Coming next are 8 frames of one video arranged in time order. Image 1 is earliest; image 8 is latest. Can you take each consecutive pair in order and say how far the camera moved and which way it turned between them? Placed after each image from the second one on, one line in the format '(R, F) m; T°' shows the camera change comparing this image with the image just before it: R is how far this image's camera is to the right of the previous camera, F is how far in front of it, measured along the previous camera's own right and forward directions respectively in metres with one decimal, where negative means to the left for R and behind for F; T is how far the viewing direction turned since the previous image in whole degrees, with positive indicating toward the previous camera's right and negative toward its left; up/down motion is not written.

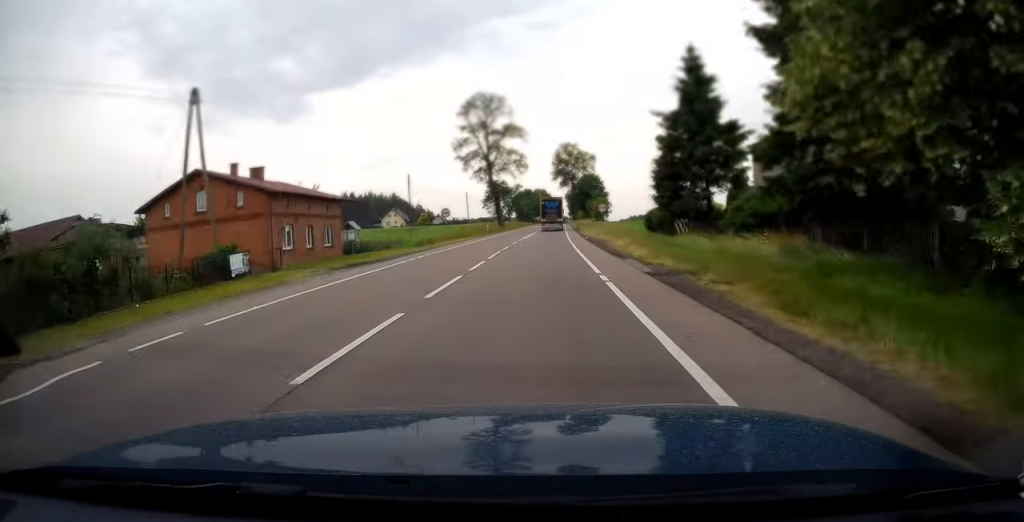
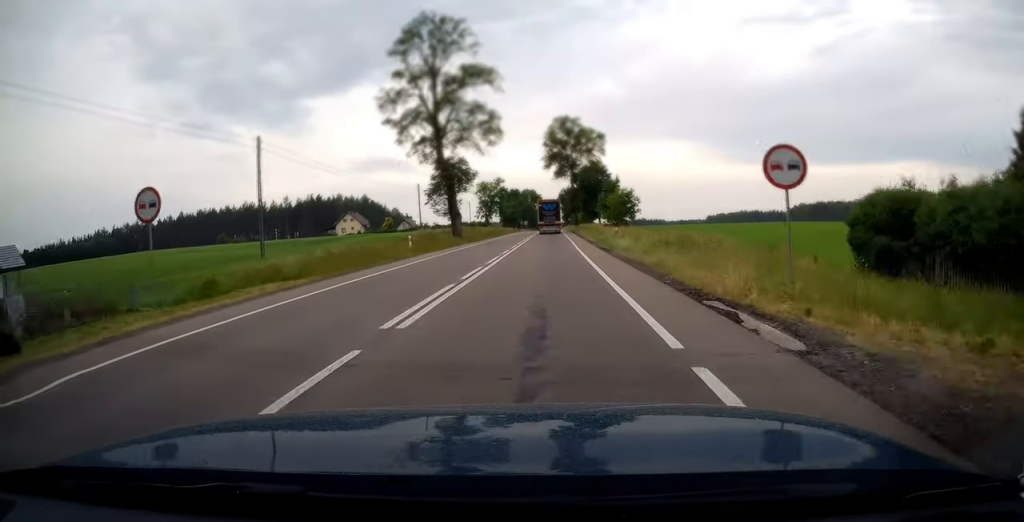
(+0.4, +39.6) m; +1°
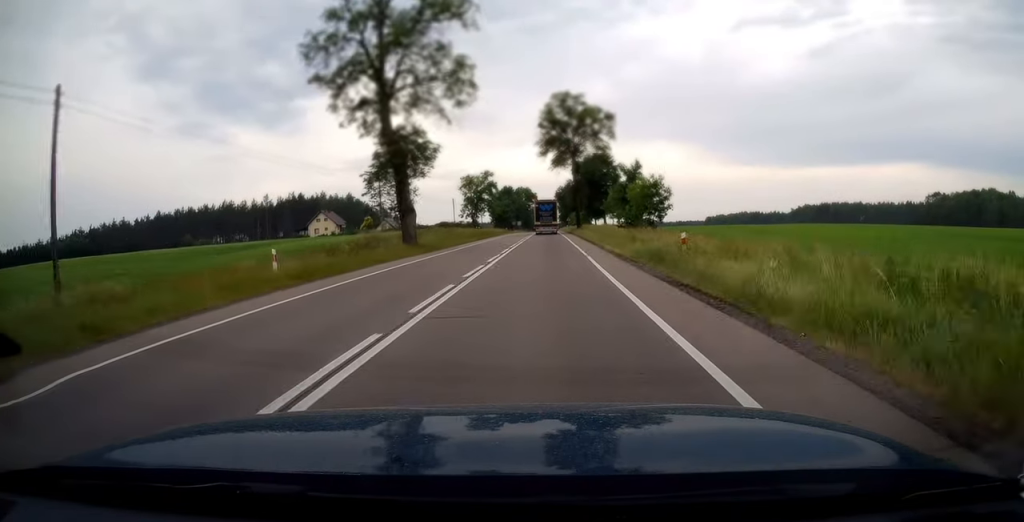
(+0.1, +18.4) m; 0°
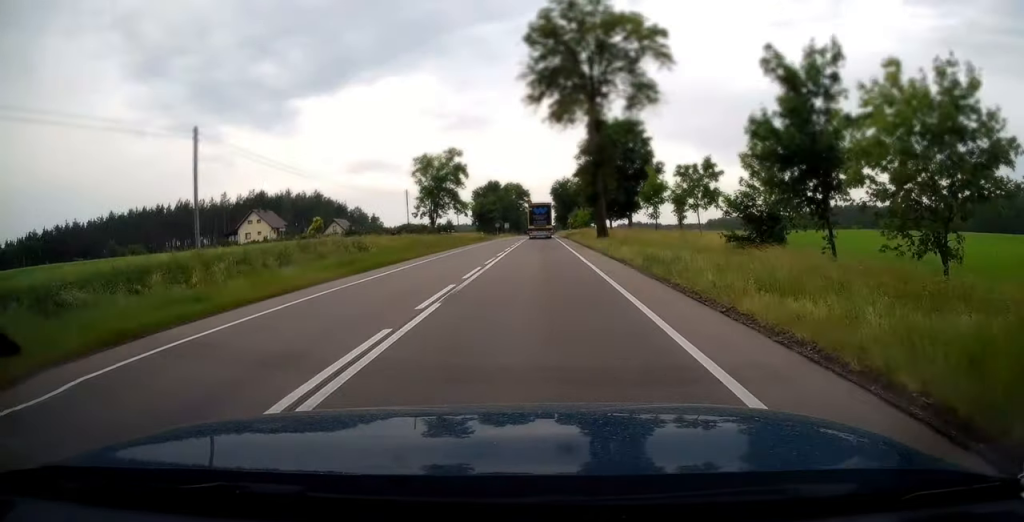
(0.0, +36.1) m; +1°
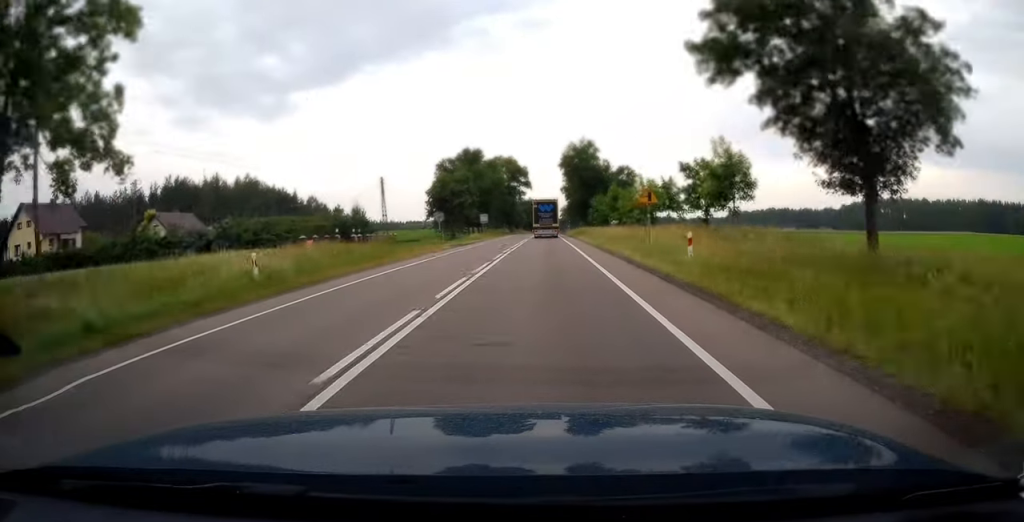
(+0.4, +65.7) m; 0°
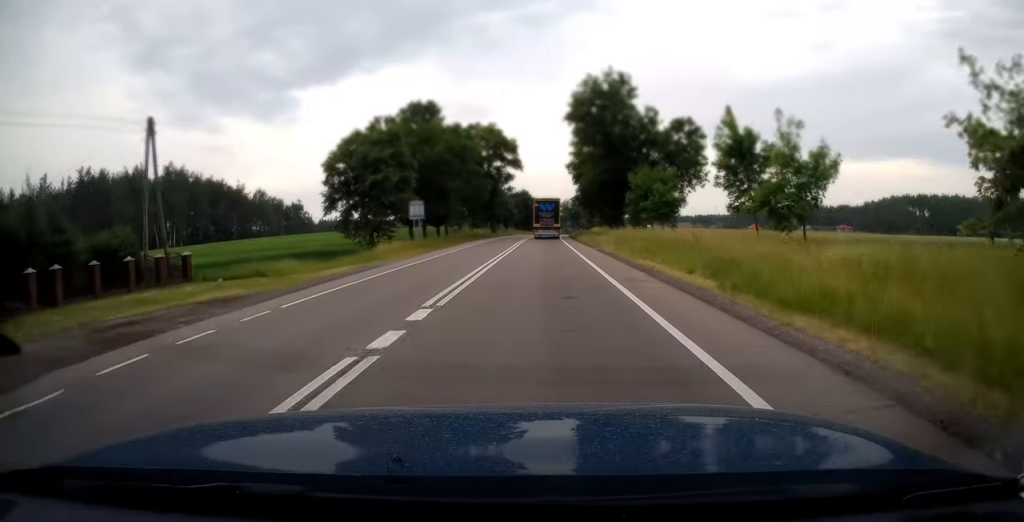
(-0.3, +43.9) m; 0°
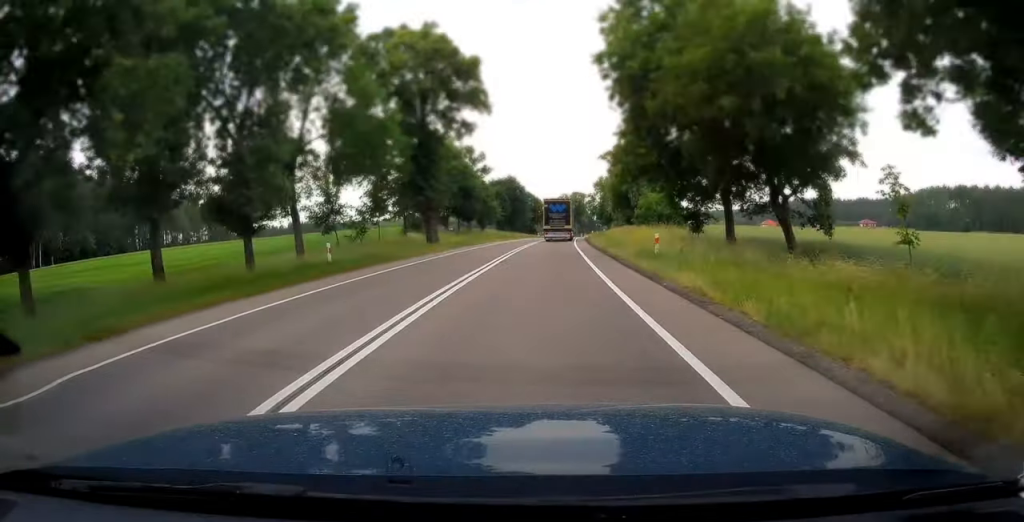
(+0.3, +49.9) m; +1°
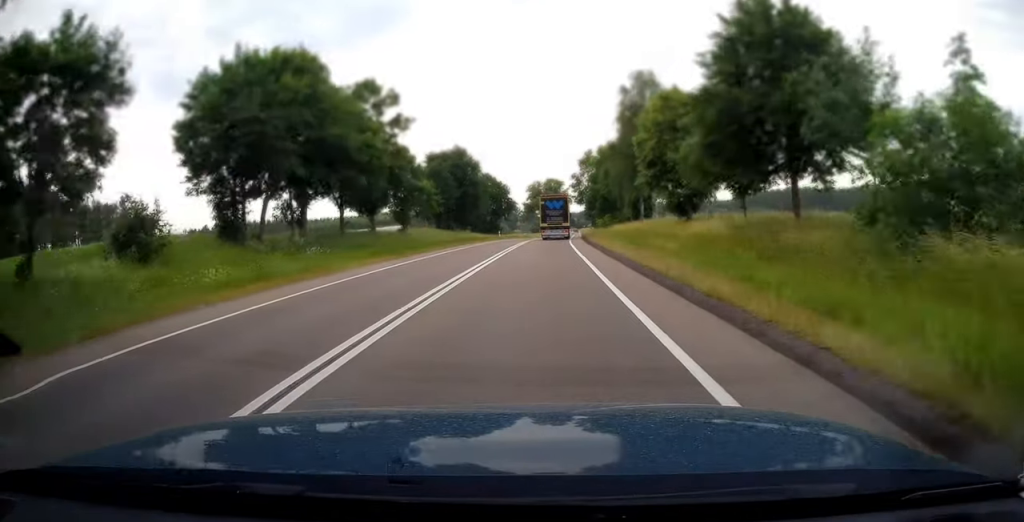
(+0.7, +44.1) m; +2°
